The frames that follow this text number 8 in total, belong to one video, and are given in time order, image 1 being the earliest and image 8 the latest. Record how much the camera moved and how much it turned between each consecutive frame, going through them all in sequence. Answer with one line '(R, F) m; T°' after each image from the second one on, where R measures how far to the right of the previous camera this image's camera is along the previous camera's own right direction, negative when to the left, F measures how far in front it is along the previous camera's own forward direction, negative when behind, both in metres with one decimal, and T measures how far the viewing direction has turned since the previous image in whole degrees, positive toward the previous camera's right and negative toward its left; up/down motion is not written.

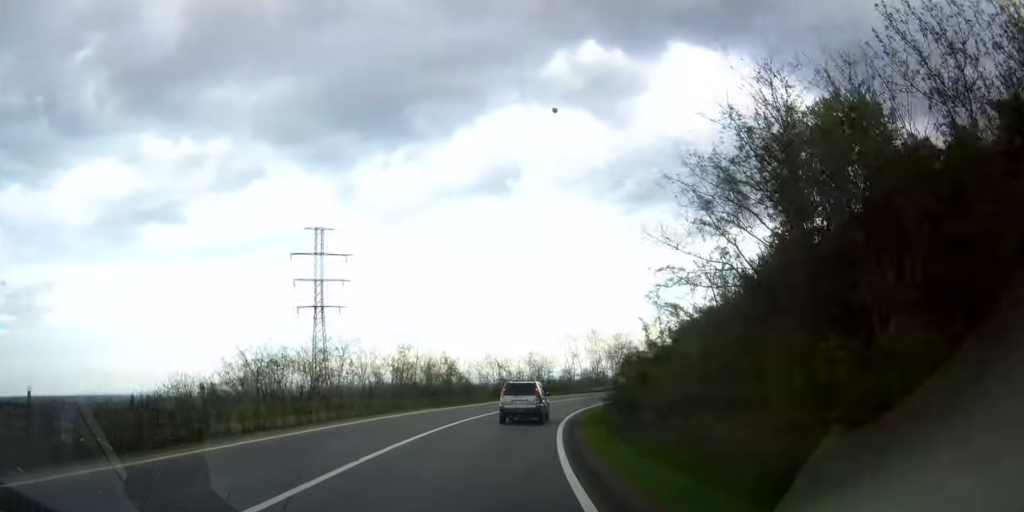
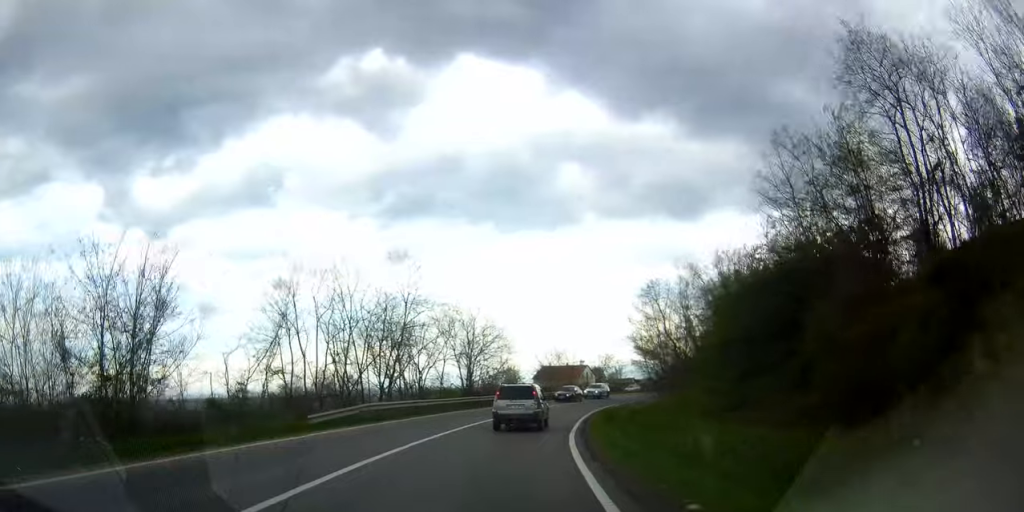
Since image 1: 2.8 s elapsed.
(+6.7, +50.5) m; +19°
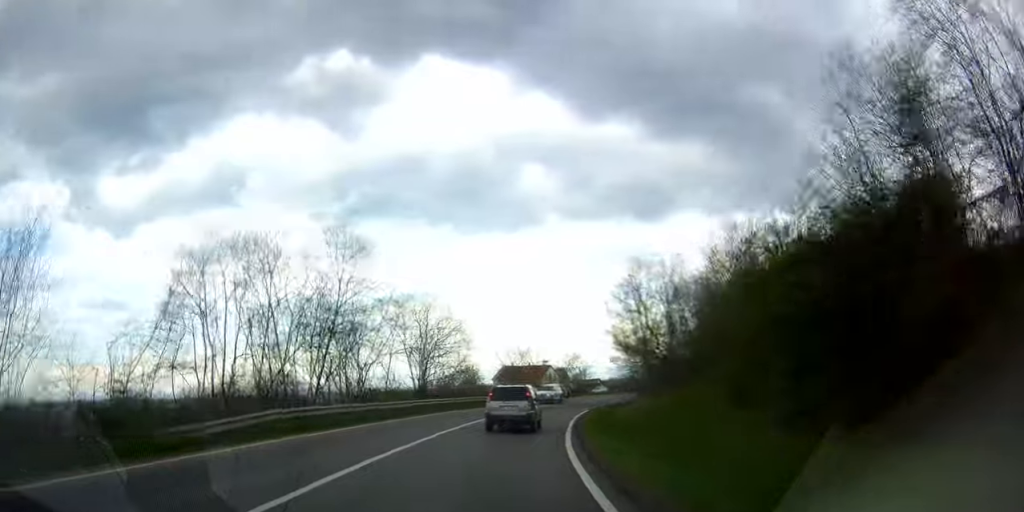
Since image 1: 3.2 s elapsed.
(0.0, +7.2) m; +4°
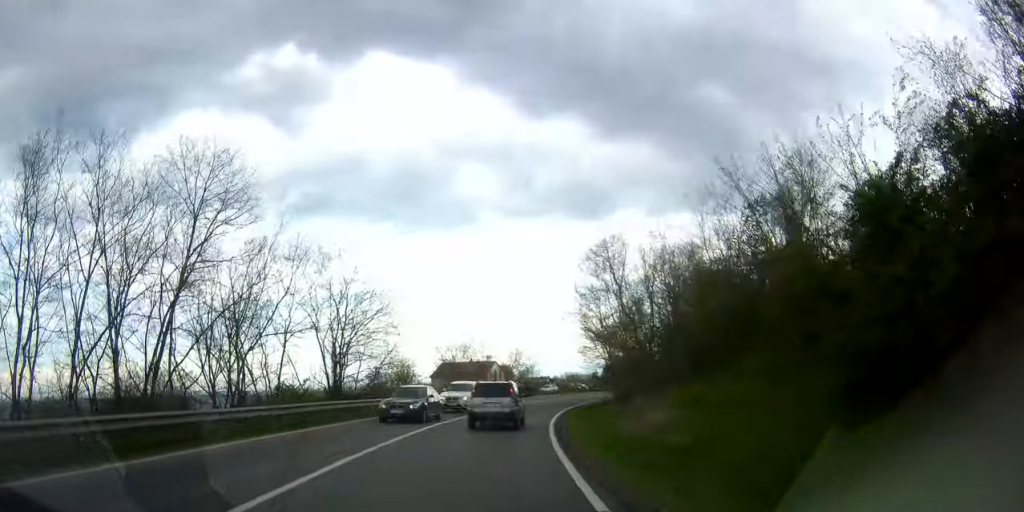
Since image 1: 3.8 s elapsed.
(+0.7, +10.7) m; +6°
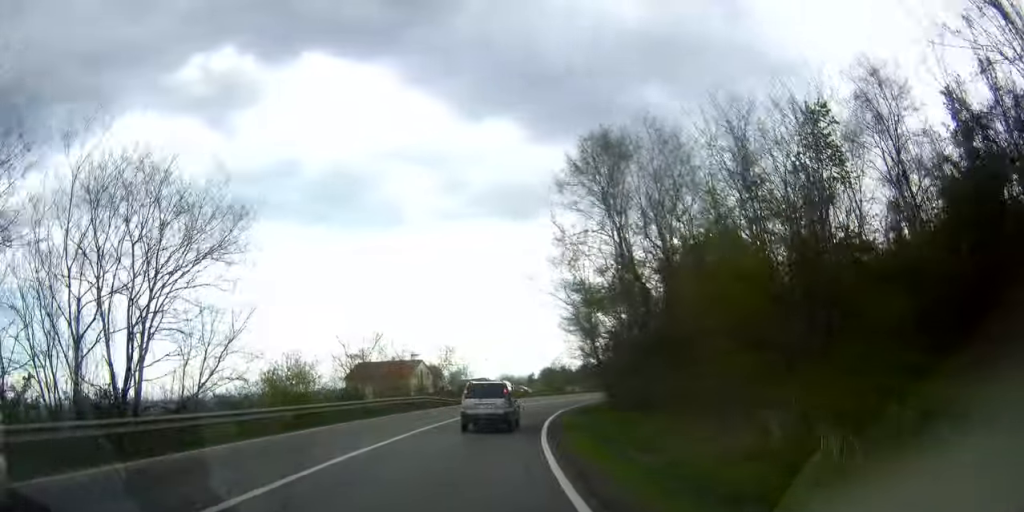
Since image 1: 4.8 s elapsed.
(+1.6, +17.0) m; +8°
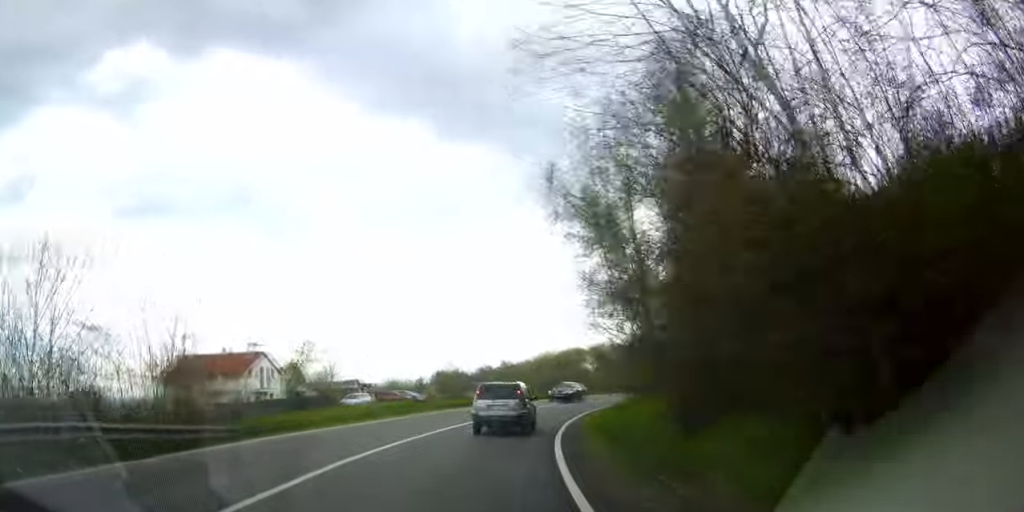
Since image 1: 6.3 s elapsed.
(+1.9, +26.1) m; +9°
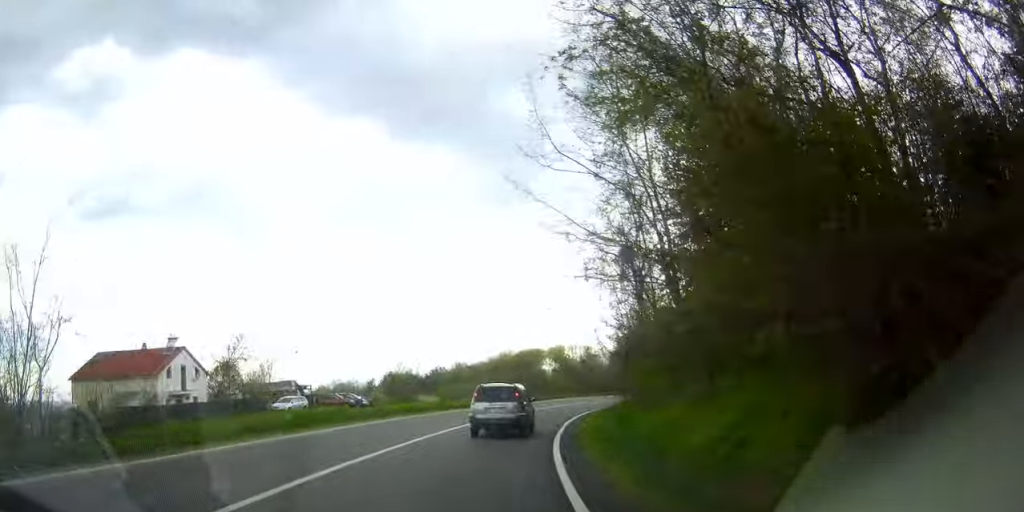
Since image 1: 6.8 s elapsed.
(+0.2, +8.3) m; +4°
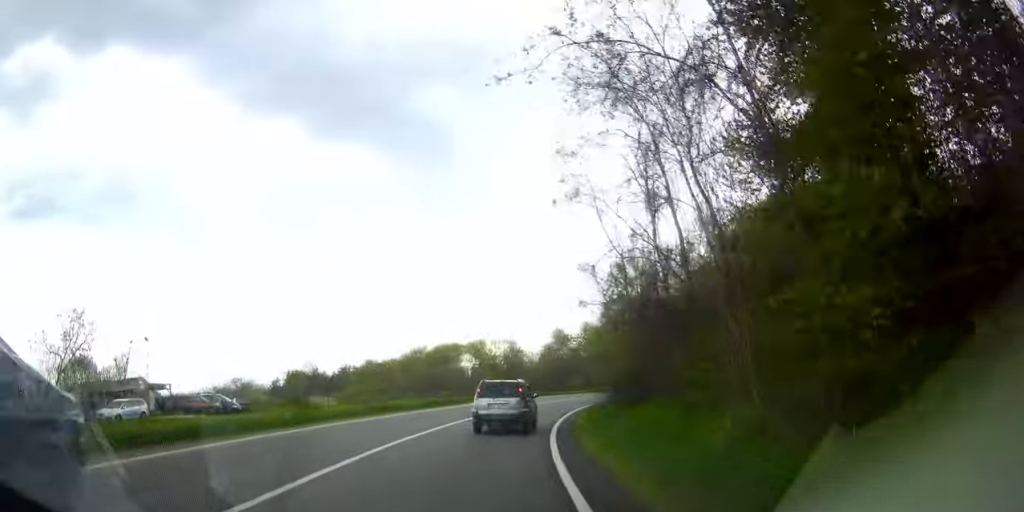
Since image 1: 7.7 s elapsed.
(+0.8, +16.0) m; +9°
